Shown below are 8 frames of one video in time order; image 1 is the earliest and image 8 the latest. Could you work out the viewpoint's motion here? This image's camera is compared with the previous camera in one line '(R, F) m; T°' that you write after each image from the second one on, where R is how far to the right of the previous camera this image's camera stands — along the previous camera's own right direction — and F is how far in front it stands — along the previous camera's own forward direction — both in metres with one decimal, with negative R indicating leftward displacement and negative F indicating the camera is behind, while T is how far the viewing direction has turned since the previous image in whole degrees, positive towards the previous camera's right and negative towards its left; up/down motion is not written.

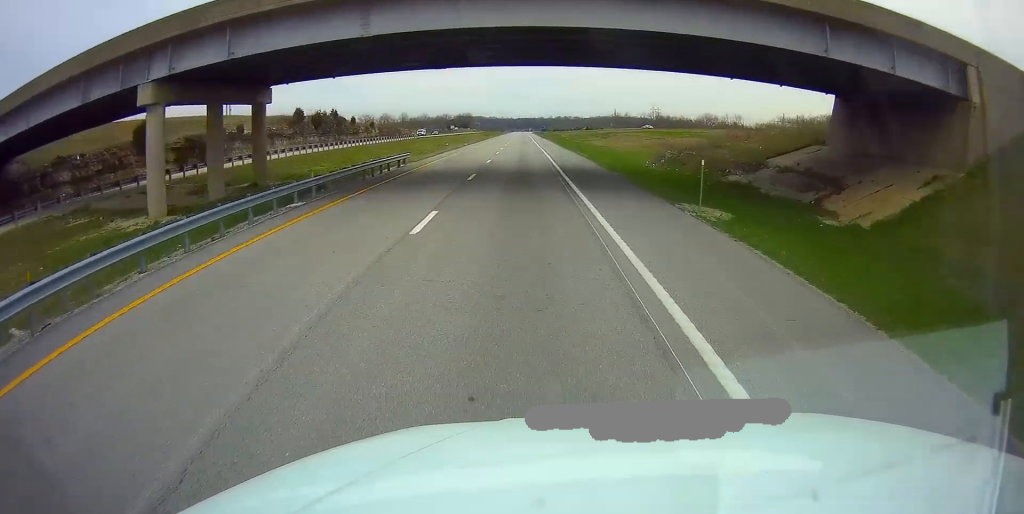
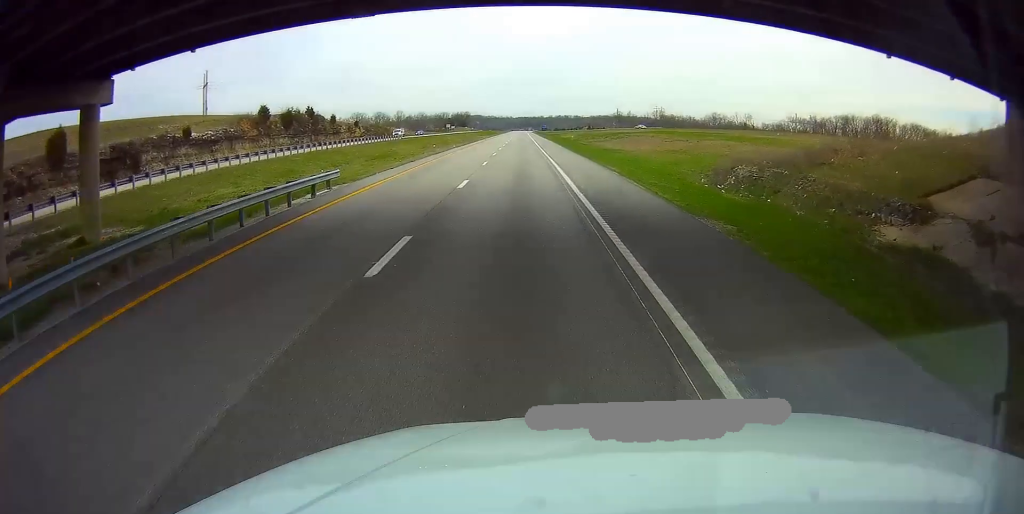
(-0.1, +15.6) m; 0°
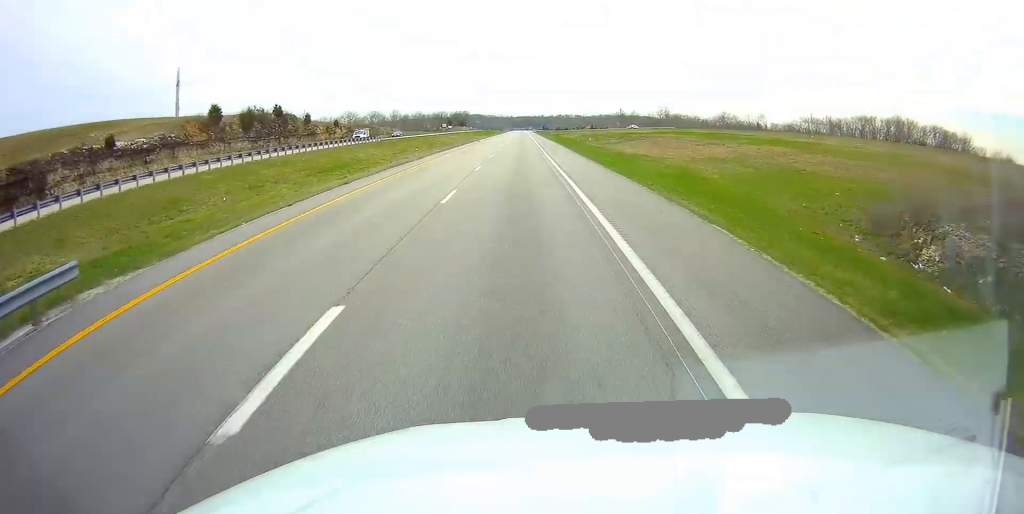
(+0.1, +16.6) m; 0°
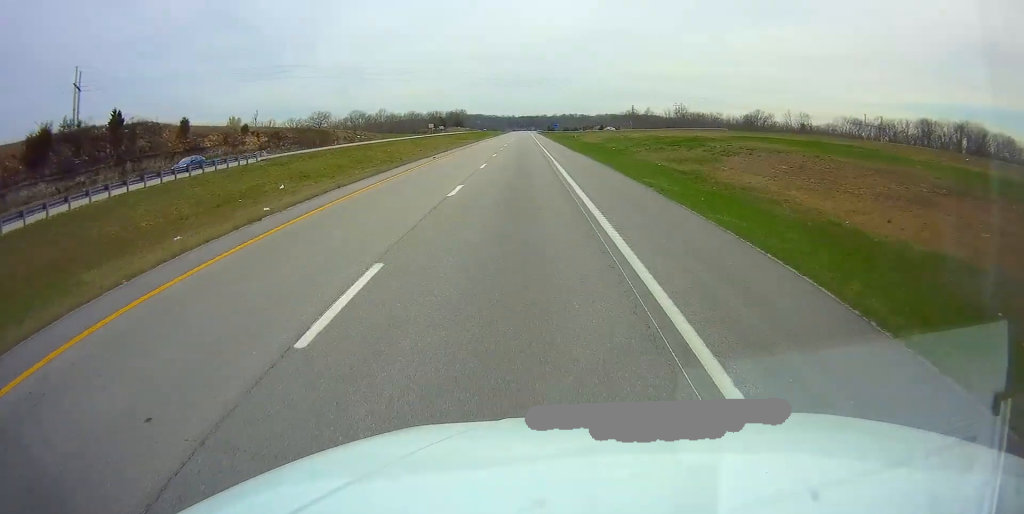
(-0.2, +46.7) m; 0°
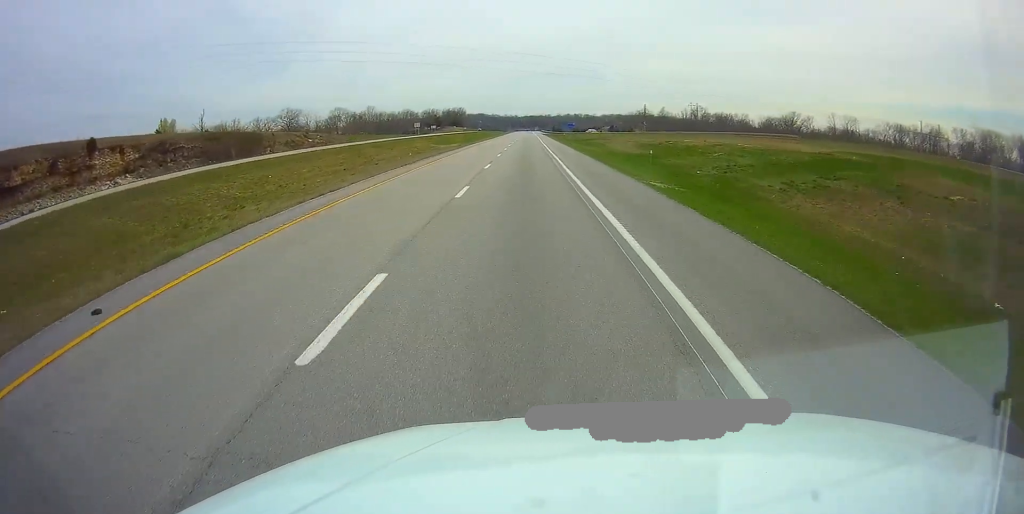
(+0.1, +37.4) m; 0°
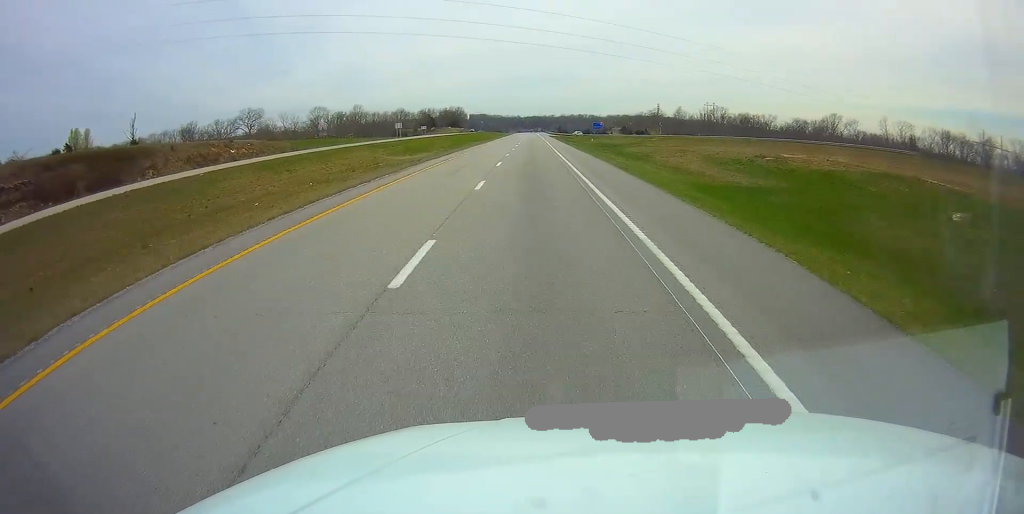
(-0.1, +34.4) m; 0°
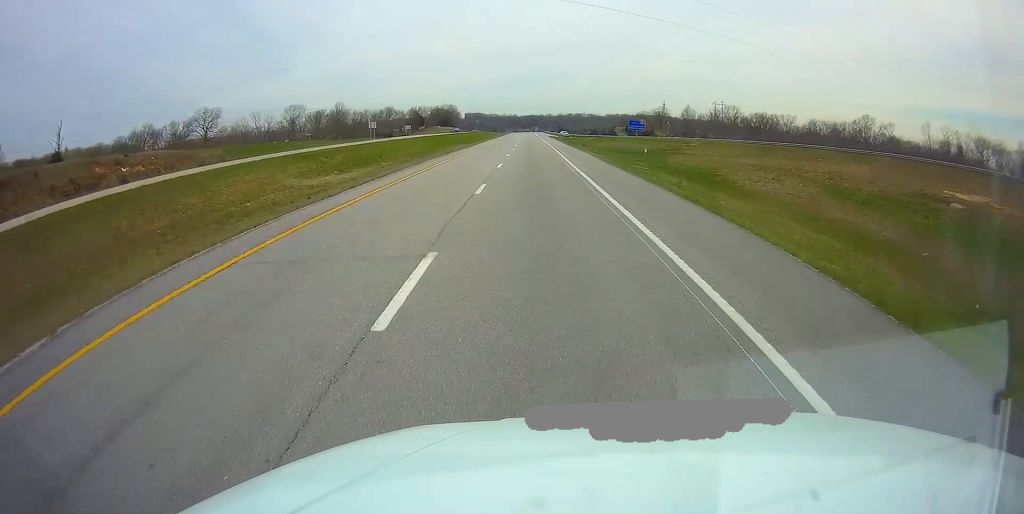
(0.0, +26.0) m; 0°
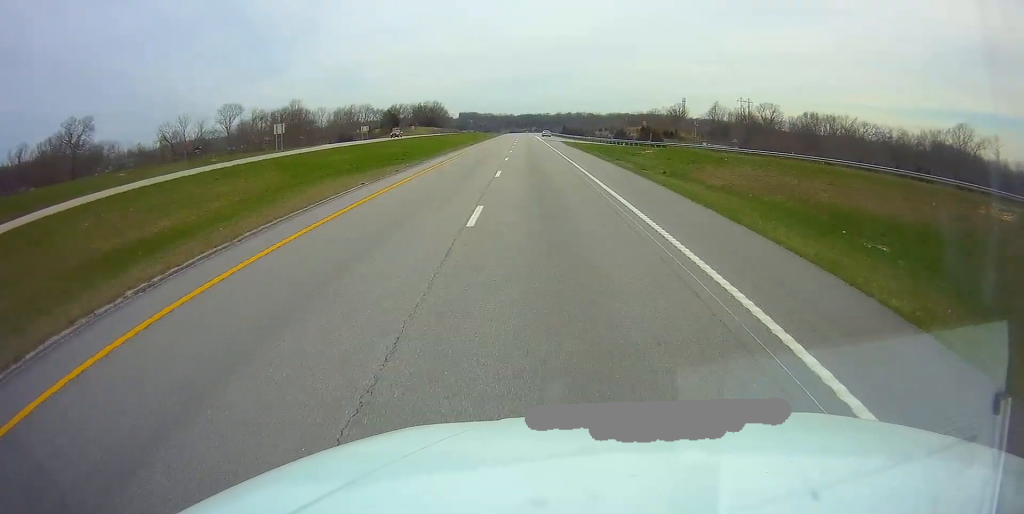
(+0.4, +55.1) m; 0°
